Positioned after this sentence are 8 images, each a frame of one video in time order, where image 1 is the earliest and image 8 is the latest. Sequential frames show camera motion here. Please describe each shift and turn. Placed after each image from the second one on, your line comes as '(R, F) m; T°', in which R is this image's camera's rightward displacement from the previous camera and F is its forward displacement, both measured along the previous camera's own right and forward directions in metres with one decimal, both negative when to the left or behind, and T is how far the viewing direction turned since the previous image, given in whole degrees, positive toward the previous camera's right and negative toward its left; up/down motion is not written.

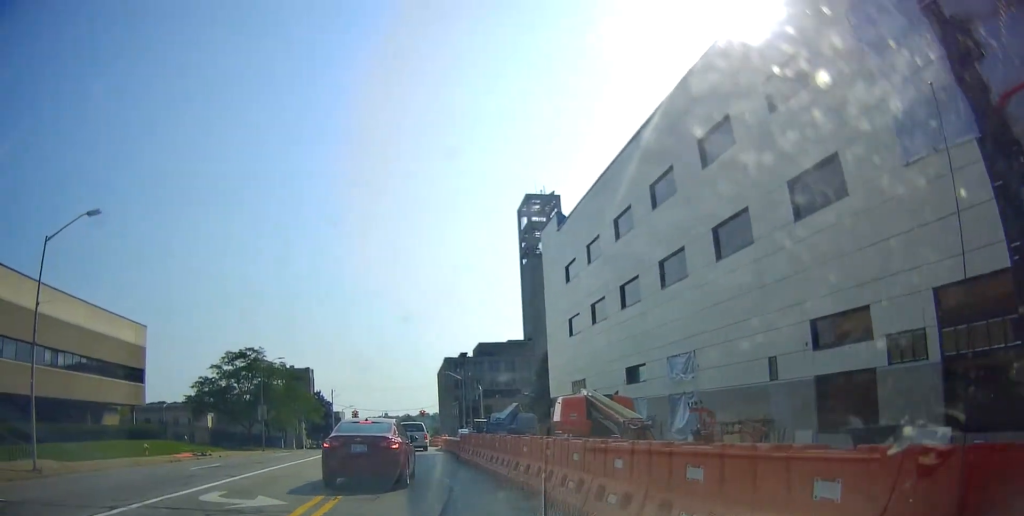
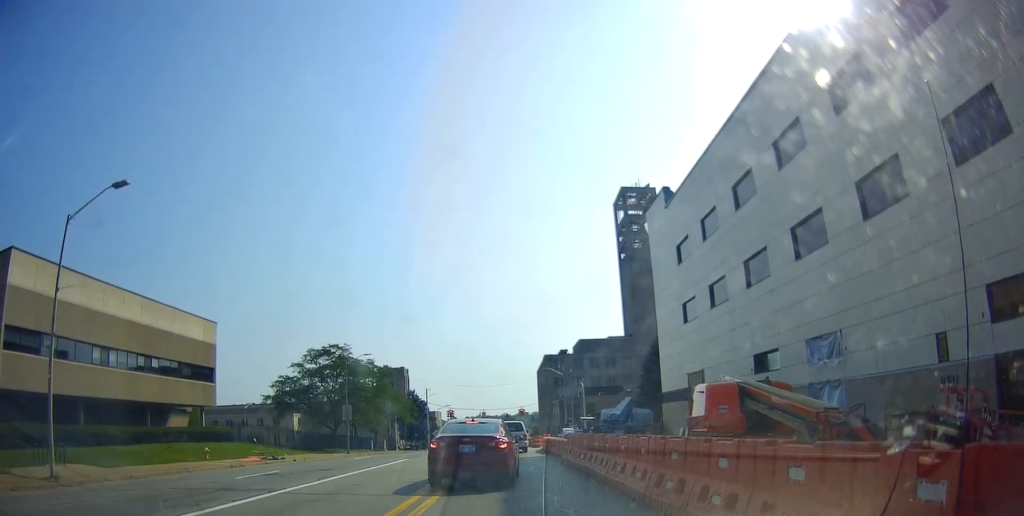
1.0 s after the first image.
(-0.6, +3.8) m; -7°
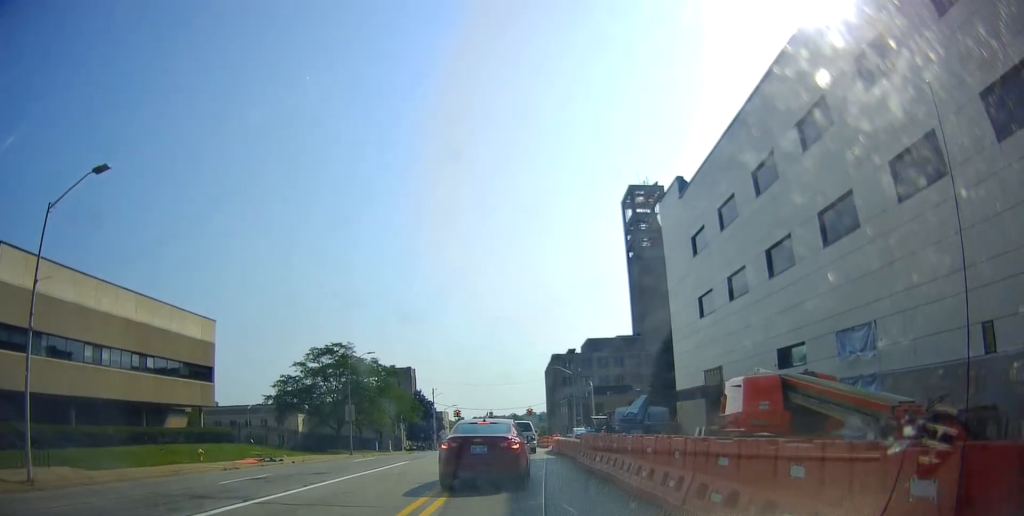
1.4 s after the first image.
(-0.4, +1.6) m; +3°
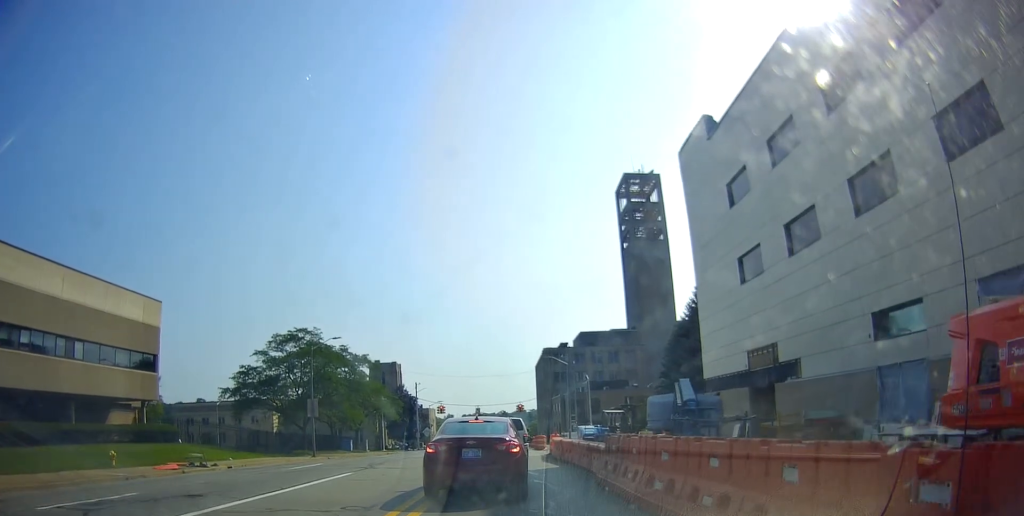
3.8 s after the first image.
(+0.9, +7.7) m; 0°
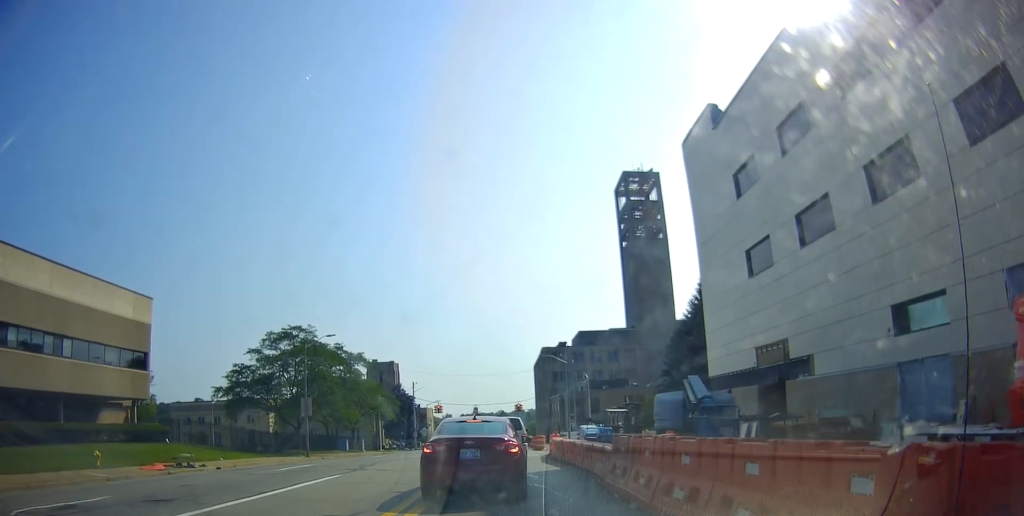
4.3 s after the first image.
(0.0, +1.3) m; +3°
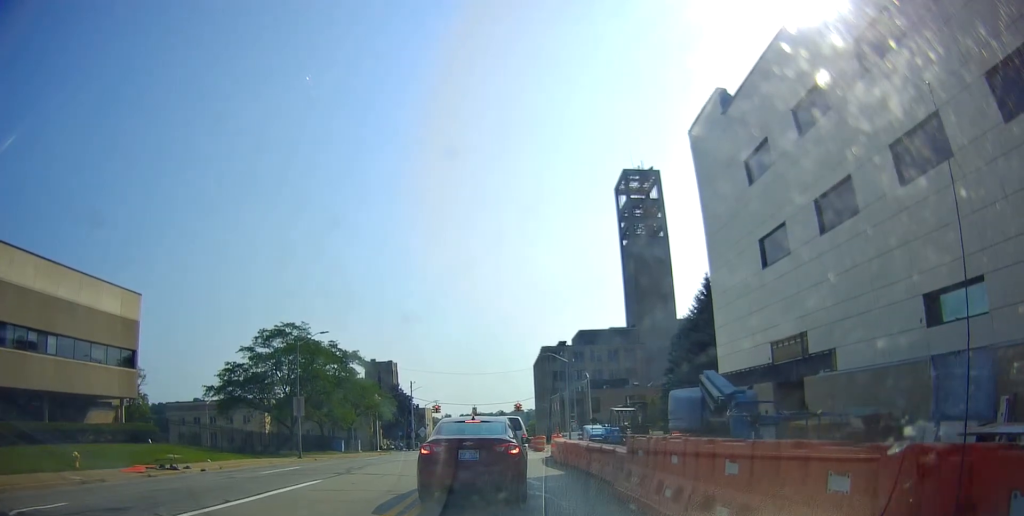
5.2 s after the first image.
(+0.1, +1.4) m; +2°
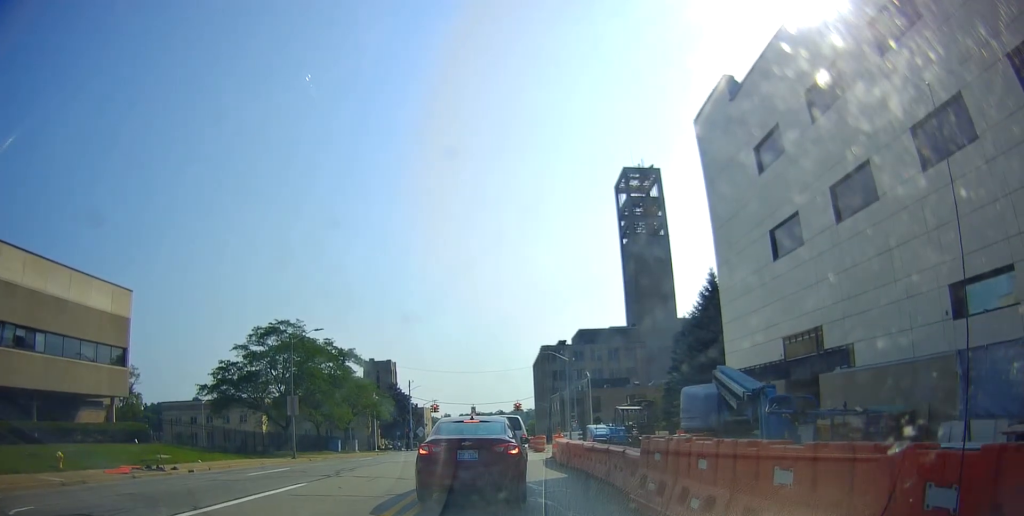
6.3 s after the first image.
(+0.1, +0.7) m; 0°
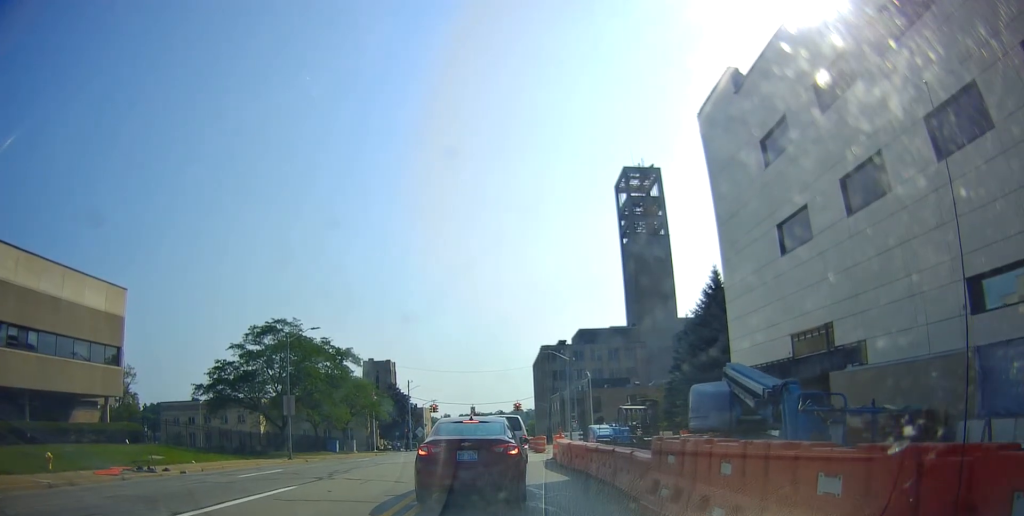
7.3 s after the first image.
(+0.1, +0.5) m; 0°
